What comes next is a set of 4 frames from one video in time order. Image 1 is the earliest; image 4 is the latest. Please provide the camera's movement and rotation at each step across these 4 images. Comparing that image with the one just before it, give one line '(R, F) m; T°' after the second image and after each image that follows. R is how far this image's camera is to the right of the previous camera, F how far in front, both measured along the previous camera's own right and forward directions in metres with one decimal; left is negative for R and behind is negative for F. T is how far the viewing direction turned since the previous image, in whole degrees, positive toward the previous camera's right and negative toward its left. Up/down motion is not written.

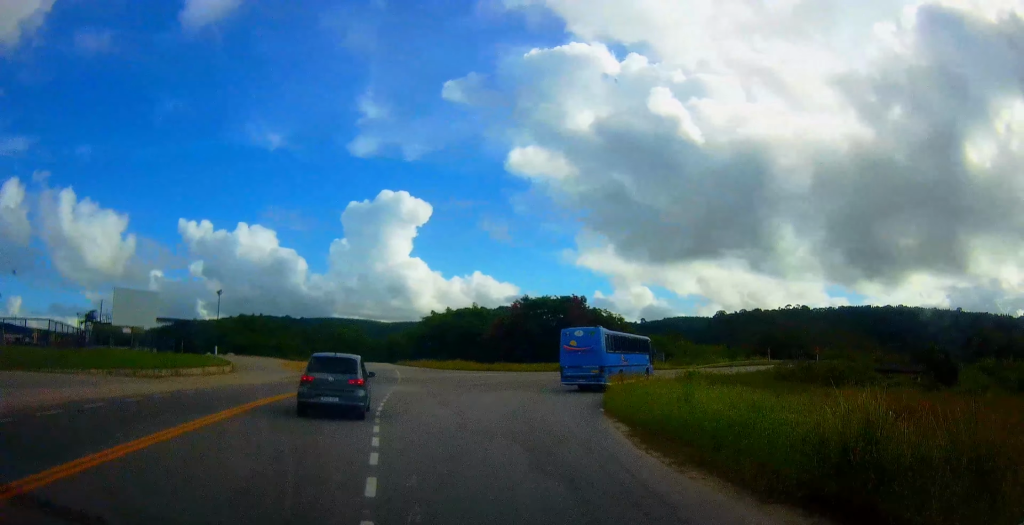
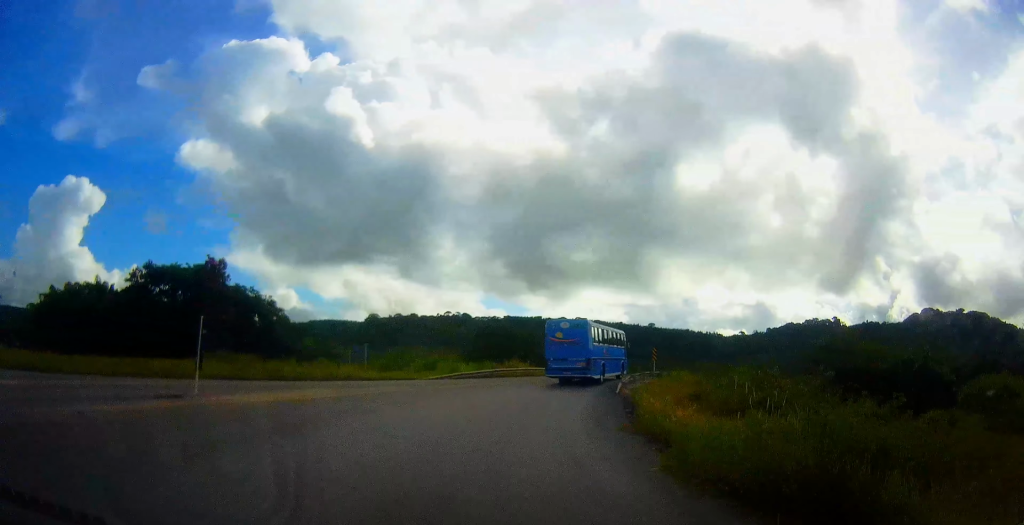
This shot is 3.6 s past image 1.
(+7.6, +36.0) m; +25°
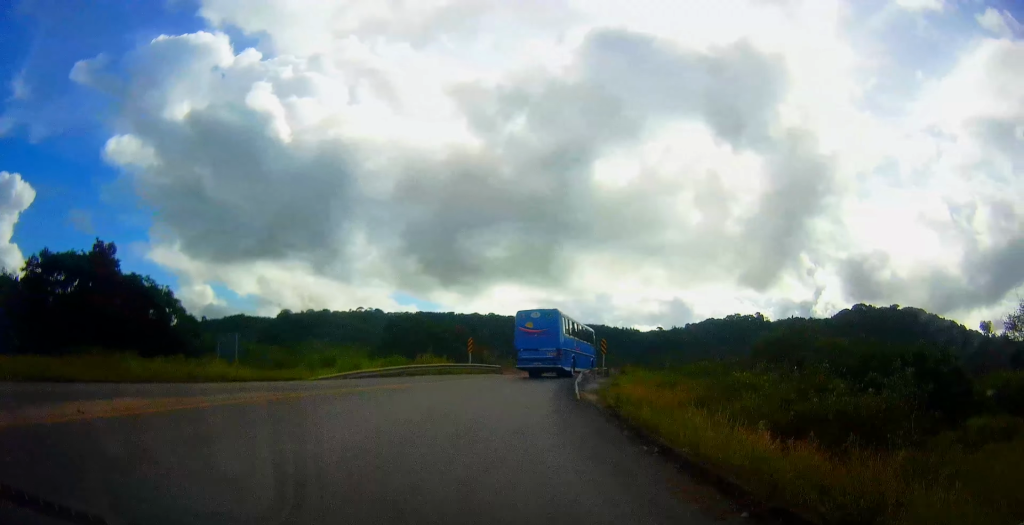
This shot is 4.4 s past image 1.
(+0.3, +8.5) m; +8°
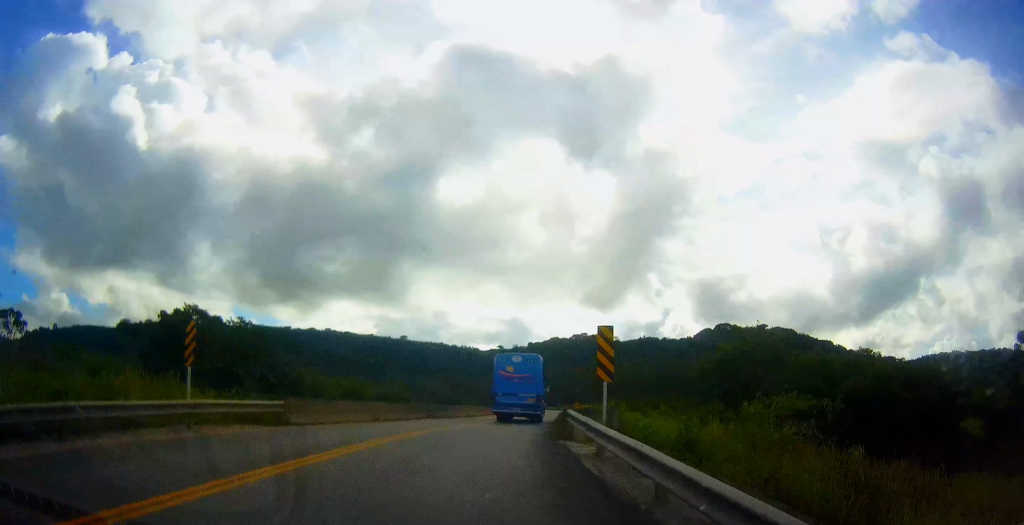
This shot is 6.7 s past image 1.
(+6.2, +23.5) m; +25°
